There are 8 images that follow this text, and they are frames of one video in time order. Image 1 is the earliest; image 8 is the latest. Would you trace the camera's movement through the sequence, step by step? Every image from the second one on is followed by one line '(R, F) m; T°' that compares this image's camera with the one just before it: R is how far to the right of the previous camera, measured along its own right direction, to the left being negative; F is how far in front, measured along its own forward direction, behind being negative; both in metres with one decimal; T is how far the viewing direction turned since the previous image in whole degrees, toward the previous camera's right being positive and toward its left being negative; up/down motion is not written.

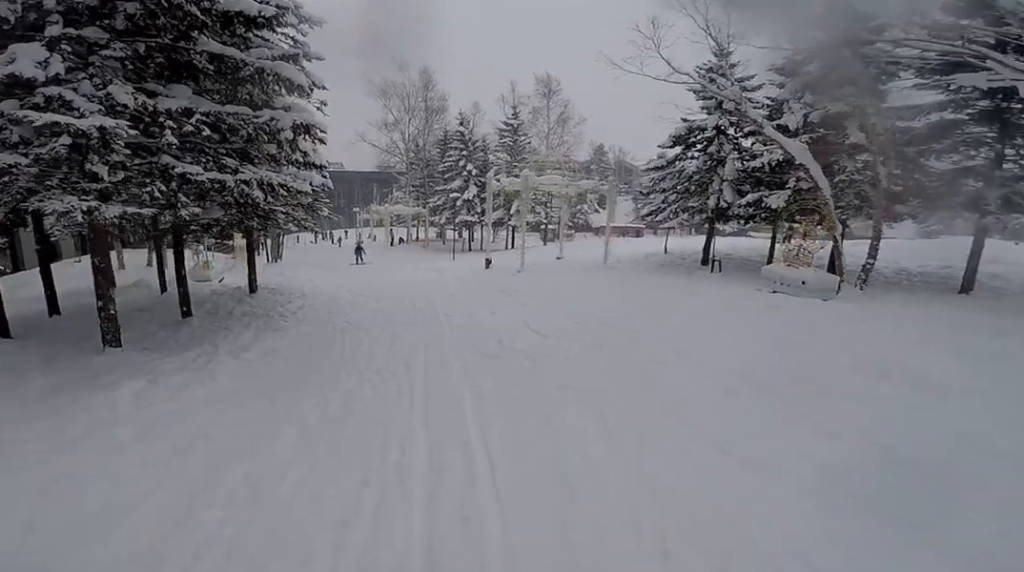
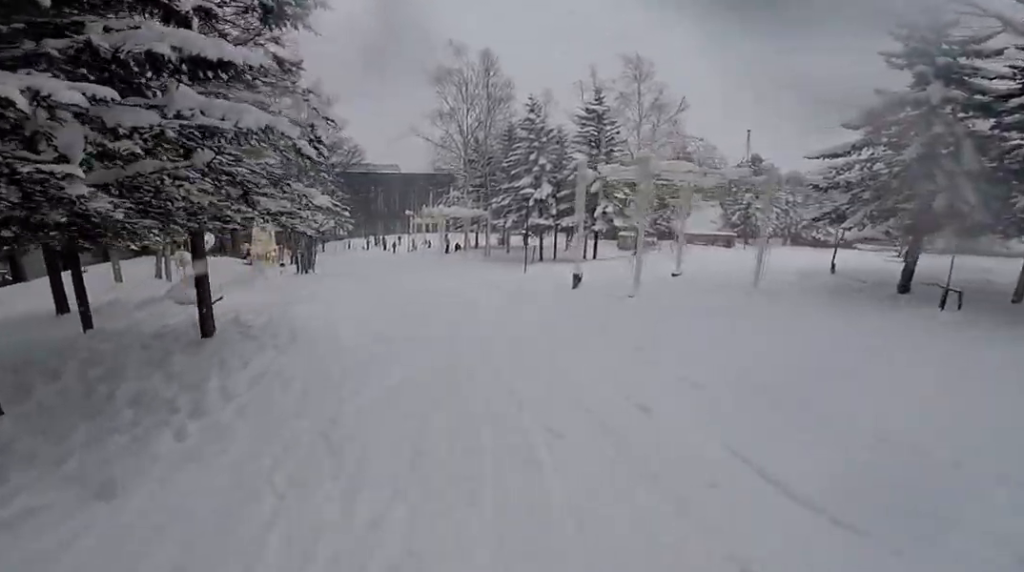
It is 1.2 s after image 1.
(-0.5, +5.6) m; -12°
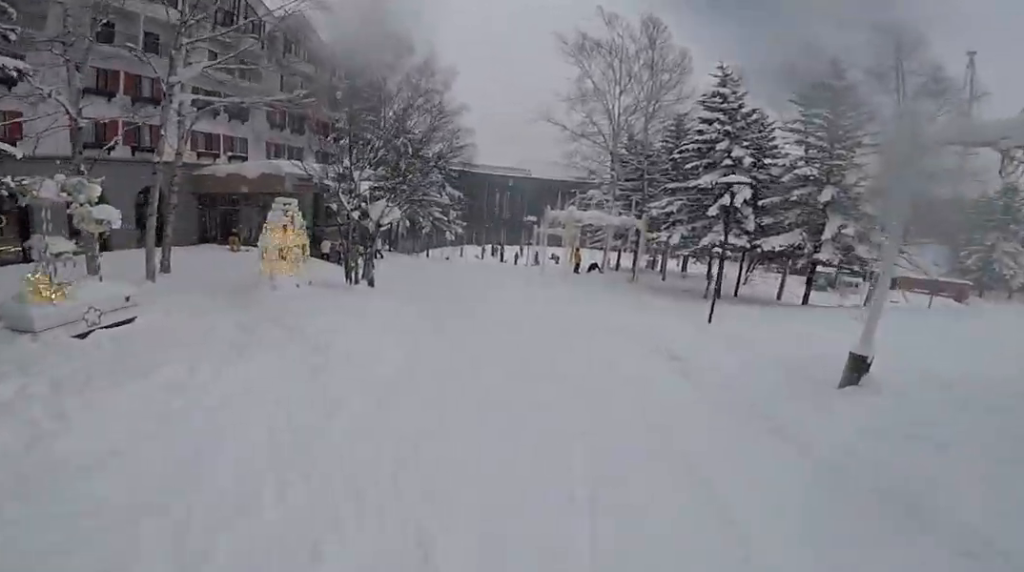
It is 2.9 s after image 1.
(-0.1, +7.7) m; 0°
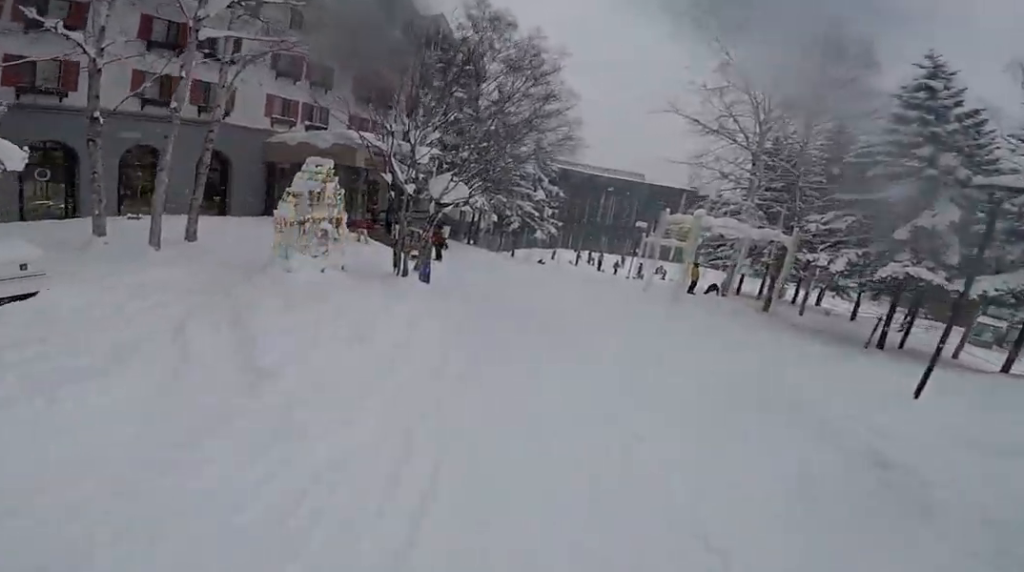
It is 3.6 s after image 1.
(-0.1, +3.0) m; -11°
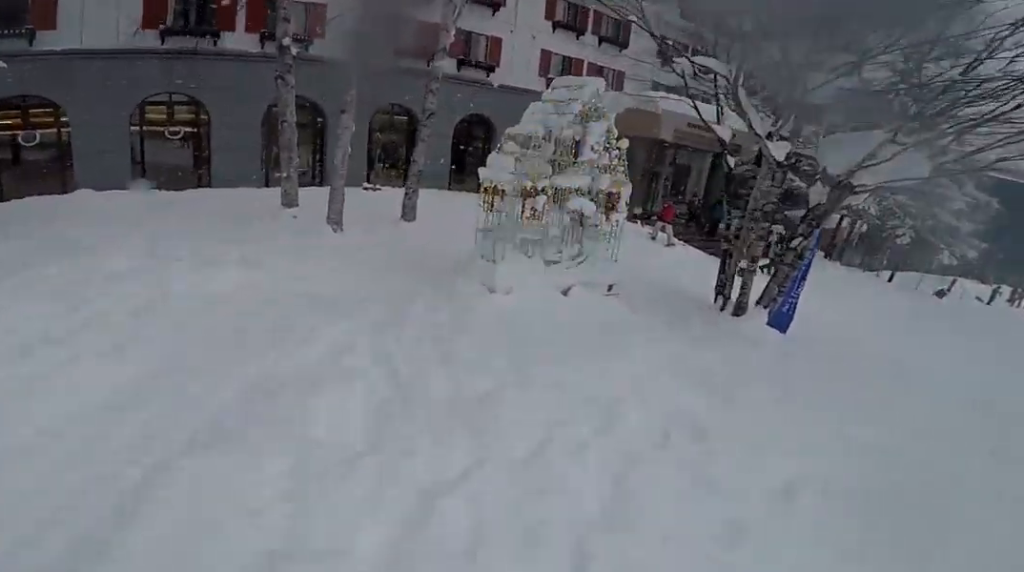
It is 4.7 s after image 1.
(-1.0, +4.4) m; -23°
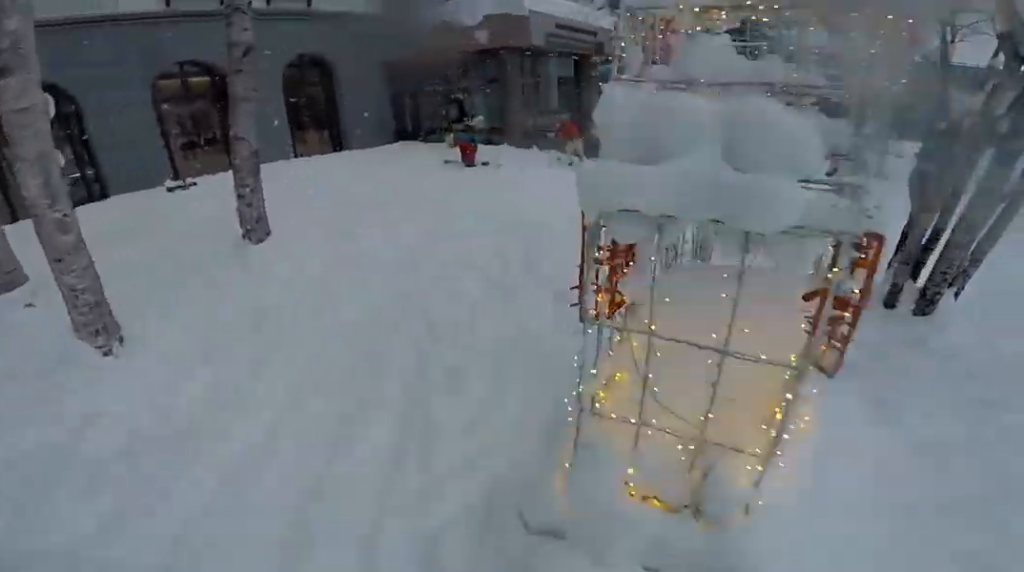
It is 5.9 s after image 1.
(-0.7, +4.7) m; -9°
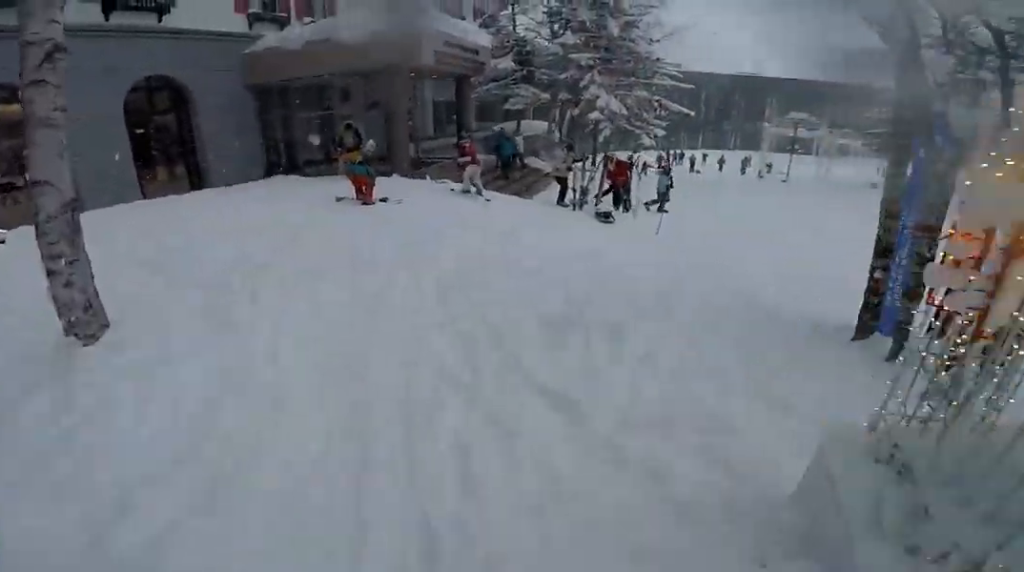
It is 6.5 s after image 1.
(0.0, +2.0) m; 0°
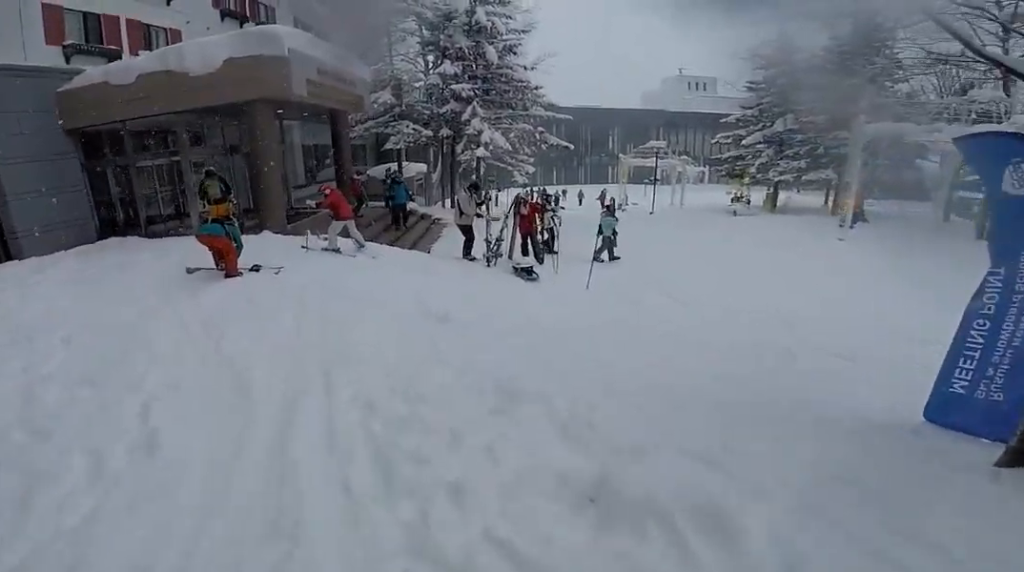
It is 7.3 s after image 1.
(0.0, +2.3) m; +4°
